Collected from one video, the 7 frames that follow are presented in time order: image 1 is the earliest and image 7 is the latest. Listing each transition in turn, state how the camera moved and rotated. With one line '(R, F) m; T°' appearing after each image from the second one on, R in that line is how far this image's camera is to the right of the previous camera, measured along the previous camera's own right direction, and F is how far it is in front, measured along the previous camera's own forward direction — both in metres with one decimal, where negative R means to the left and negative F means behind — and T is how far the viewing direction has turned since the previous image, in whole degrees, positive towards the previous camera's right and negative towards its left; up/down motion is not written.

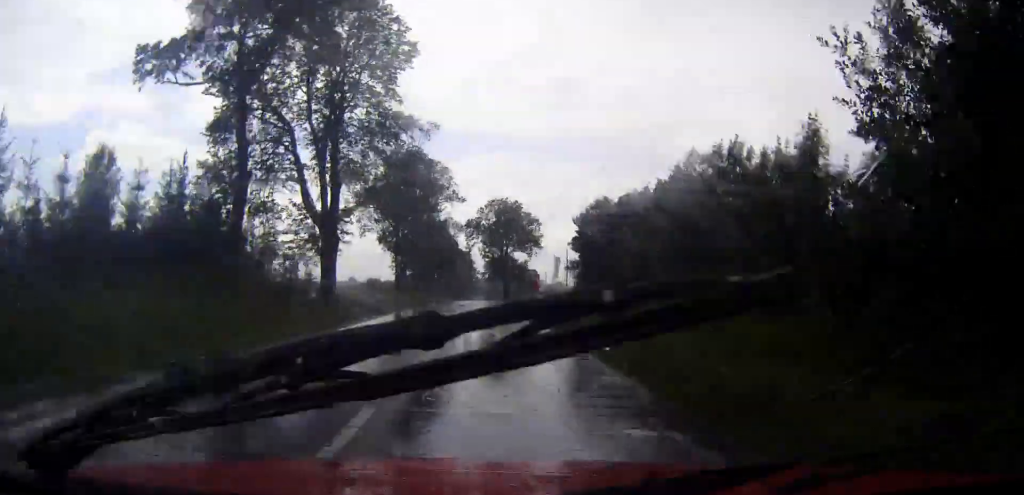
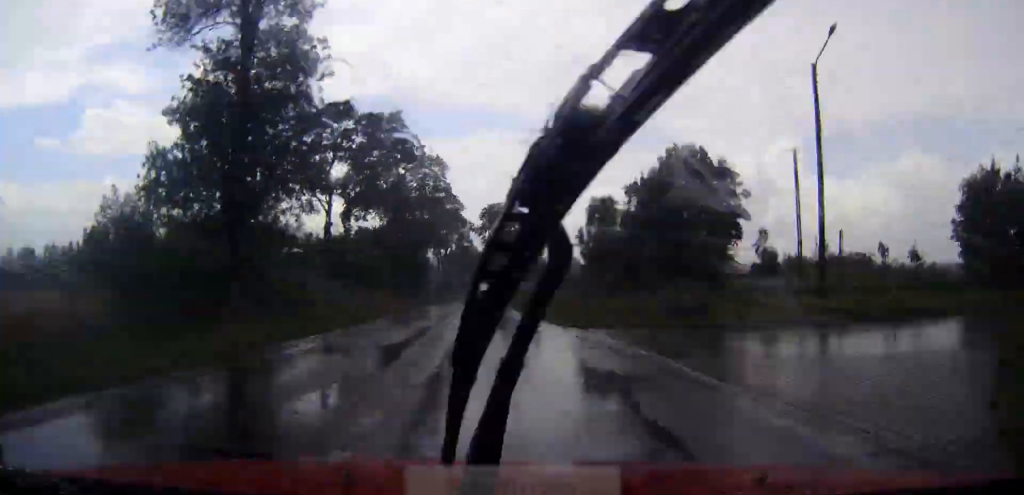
(+0.4, +151.4) m; 0°
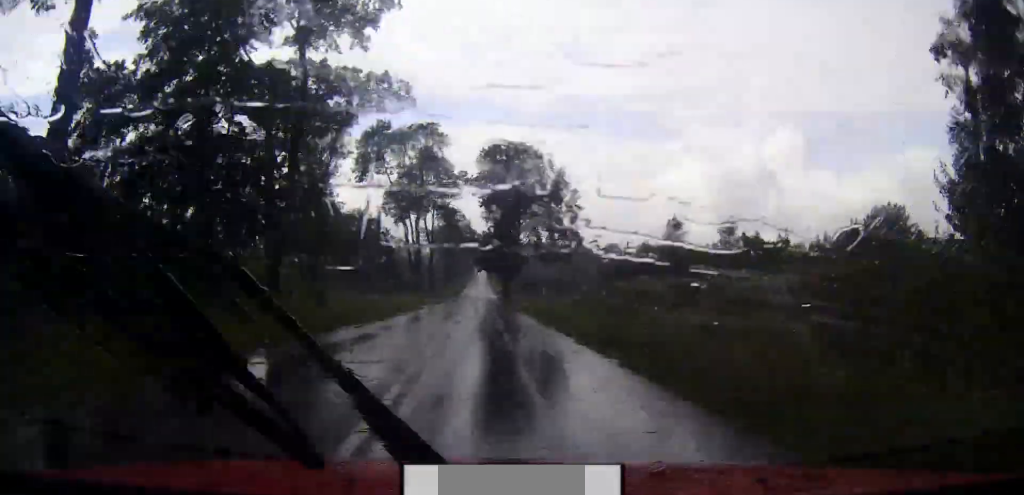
(-0.2, +56.9) m; 0°
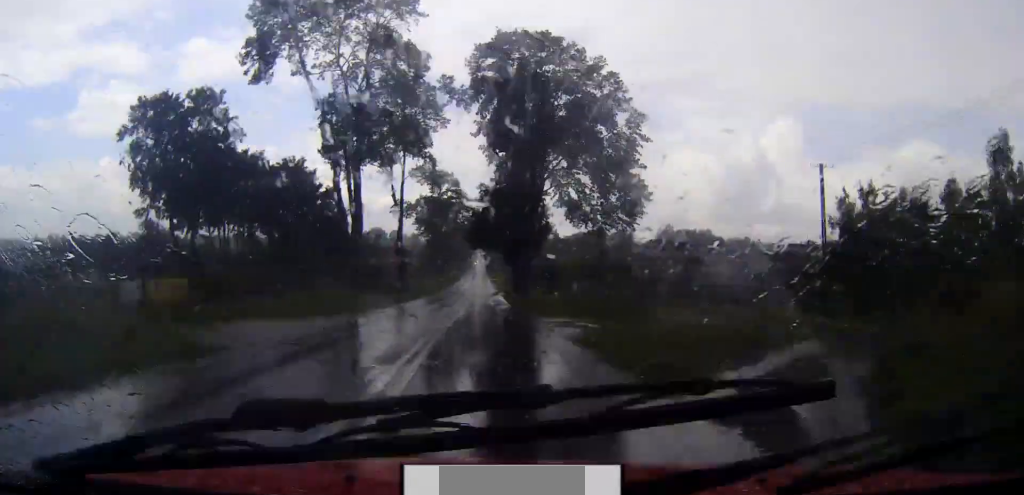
(+0.2, +40.4) m; 0°
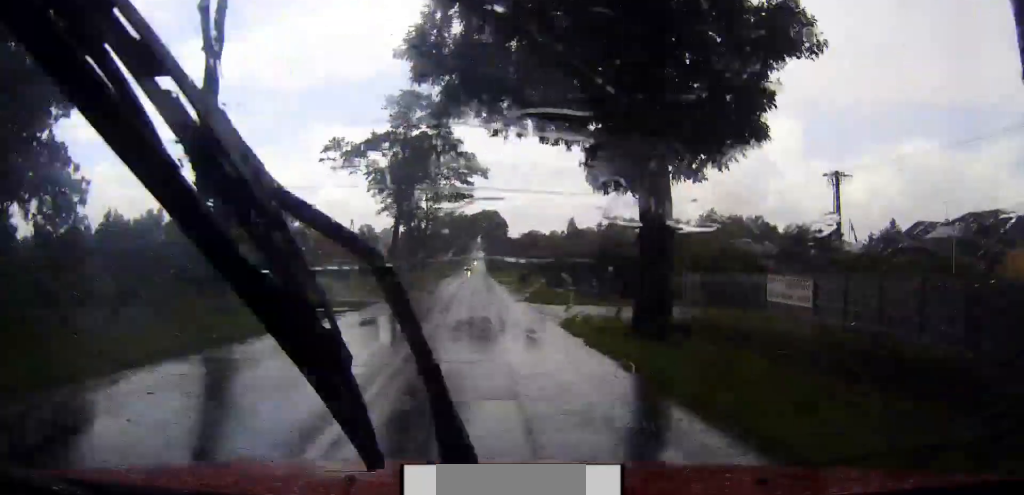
(+0.1, +54.2) m; 0°
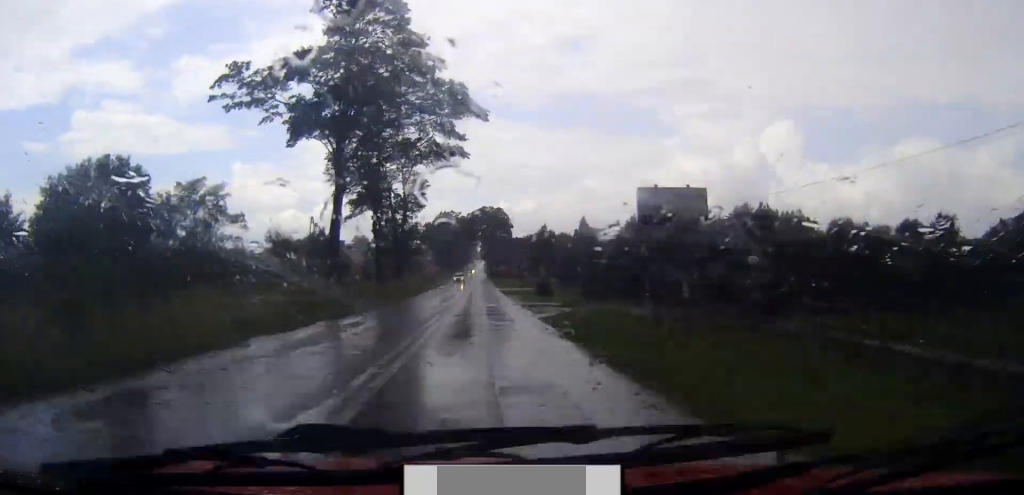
(-0.1, +31.9) m; 0°
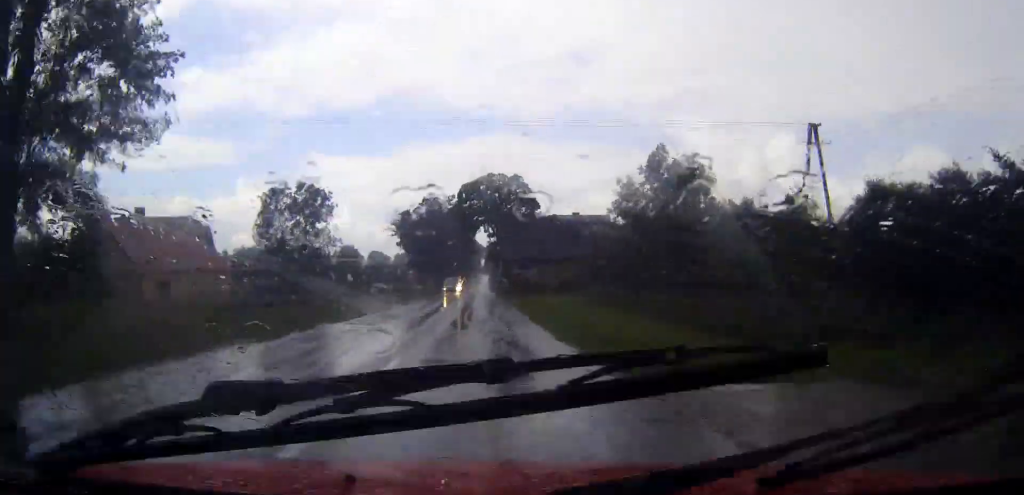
(-0.2, +74.7) m; -1°
